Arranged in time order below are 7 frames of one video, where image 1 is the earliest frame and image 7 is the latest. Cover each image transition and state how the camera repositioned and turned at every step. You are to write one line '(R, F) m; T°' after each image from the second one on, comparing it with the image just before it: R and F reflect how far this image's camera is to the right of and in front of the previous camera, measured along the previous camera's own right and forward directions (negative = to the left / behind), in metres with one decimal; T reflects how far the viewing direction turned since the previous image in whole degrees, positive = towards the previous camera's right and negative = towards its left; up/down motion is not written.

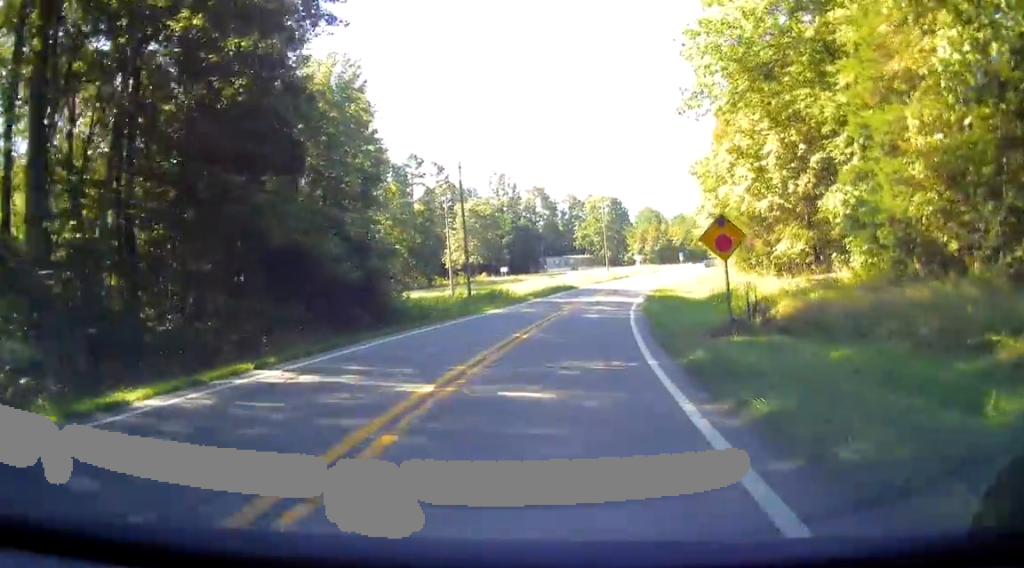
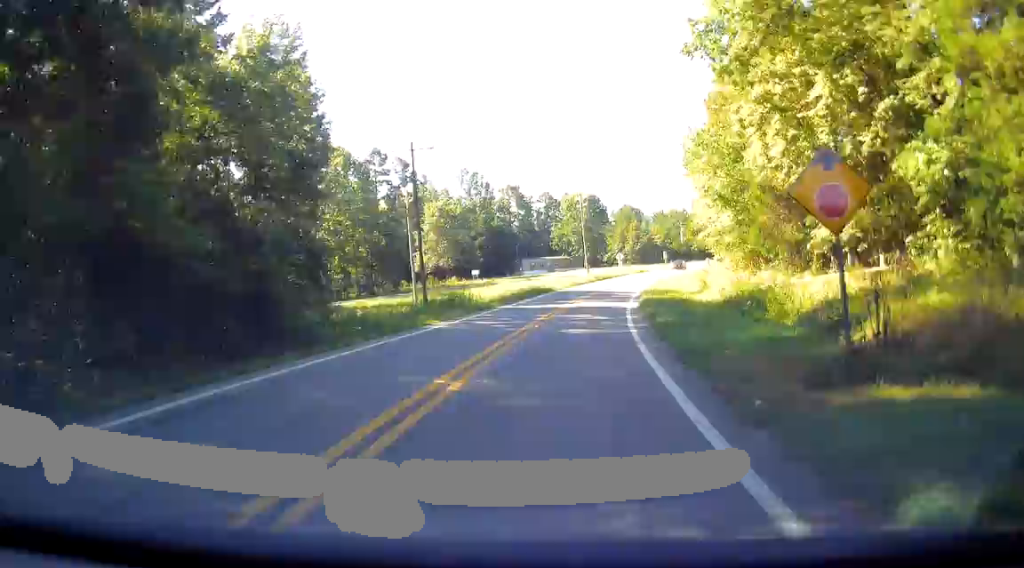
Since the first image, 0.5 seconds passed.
(+0.4, +9.1) m; +3°
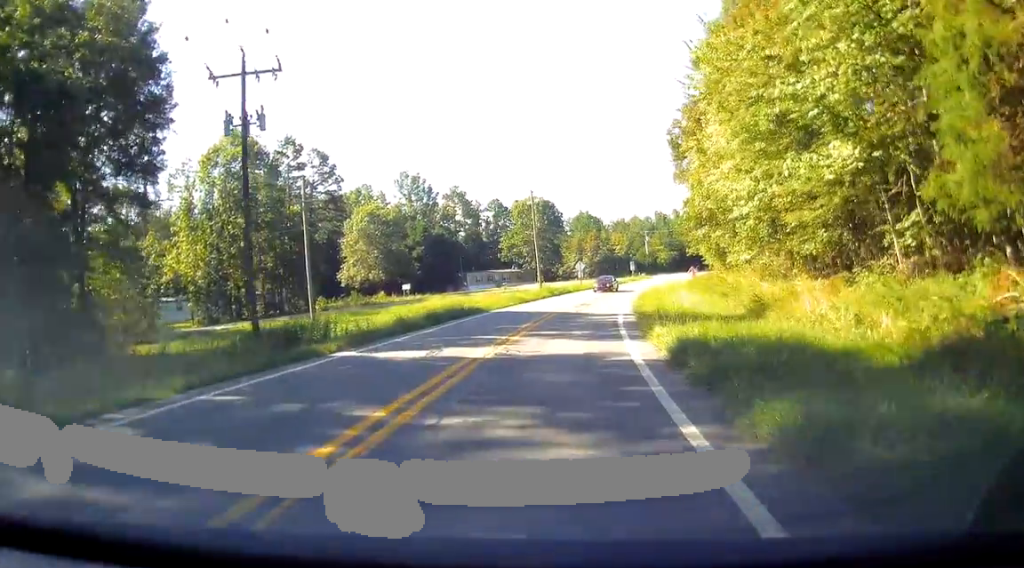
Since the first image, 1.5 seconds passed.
(+1.1, +20.2) m; +6°
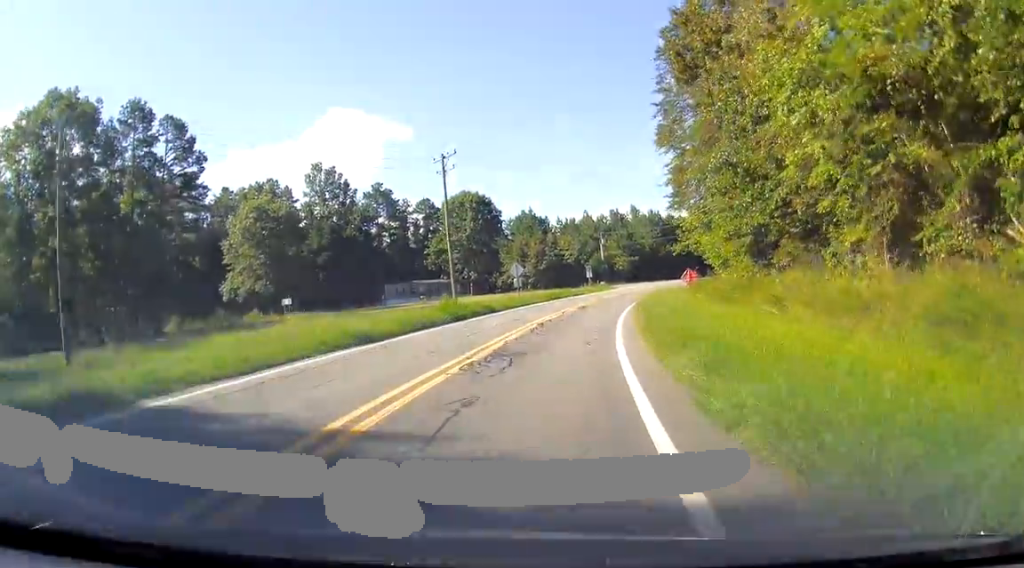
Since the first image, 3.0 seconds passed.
(+1.5, +26.6) m; +6°
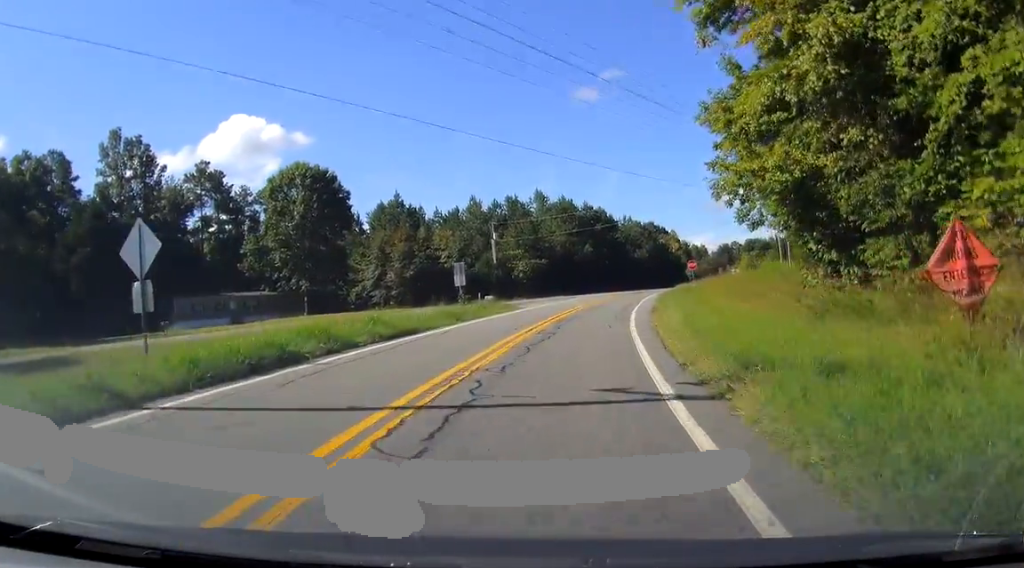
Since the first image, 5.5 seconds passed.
(+2.7, +41.7) m; +8°
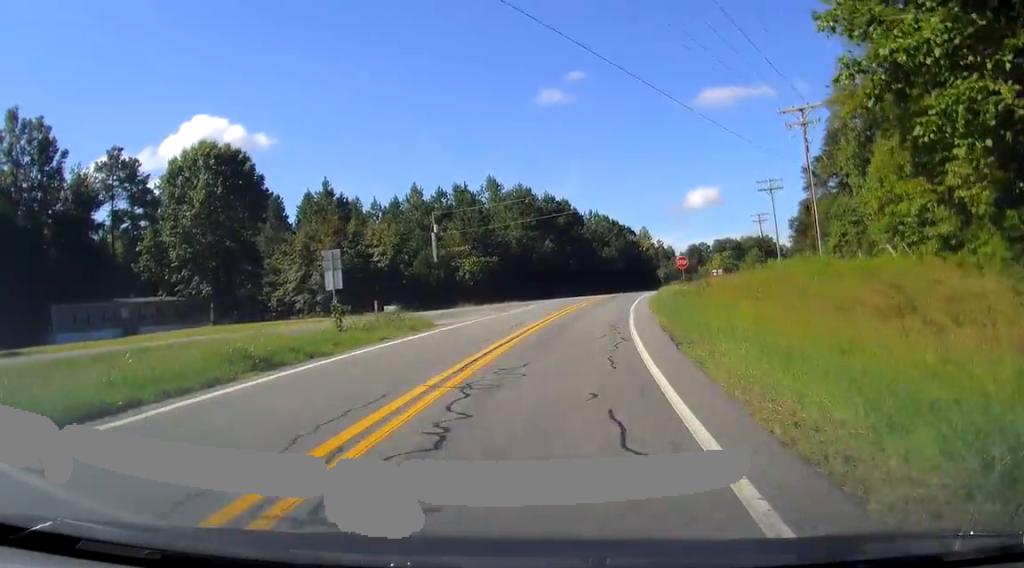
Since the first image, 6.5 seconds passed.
(+0.5, +16.4) m; +5°
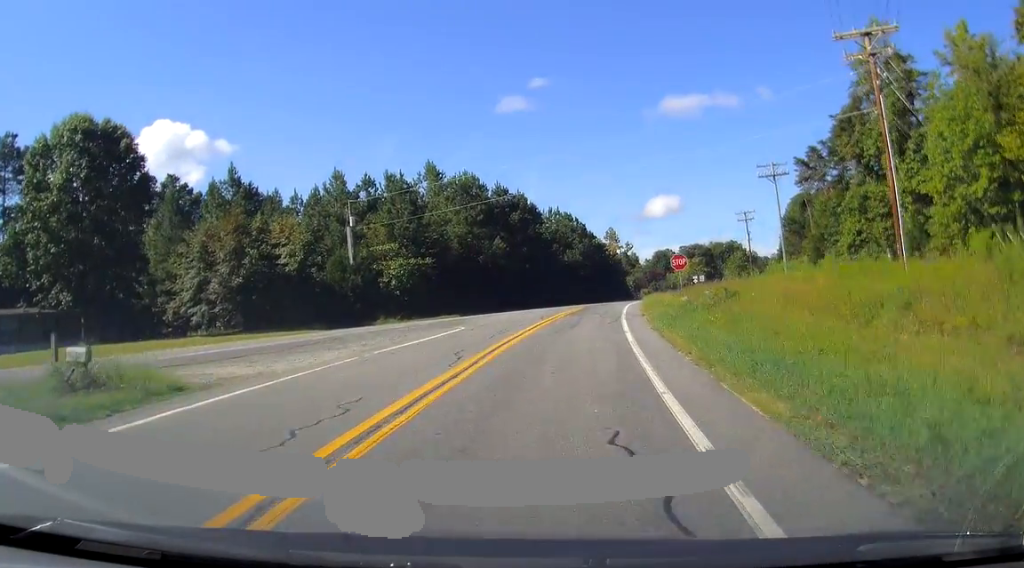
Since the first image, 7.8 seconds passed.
(+1.1, +16.7) m; +8°
